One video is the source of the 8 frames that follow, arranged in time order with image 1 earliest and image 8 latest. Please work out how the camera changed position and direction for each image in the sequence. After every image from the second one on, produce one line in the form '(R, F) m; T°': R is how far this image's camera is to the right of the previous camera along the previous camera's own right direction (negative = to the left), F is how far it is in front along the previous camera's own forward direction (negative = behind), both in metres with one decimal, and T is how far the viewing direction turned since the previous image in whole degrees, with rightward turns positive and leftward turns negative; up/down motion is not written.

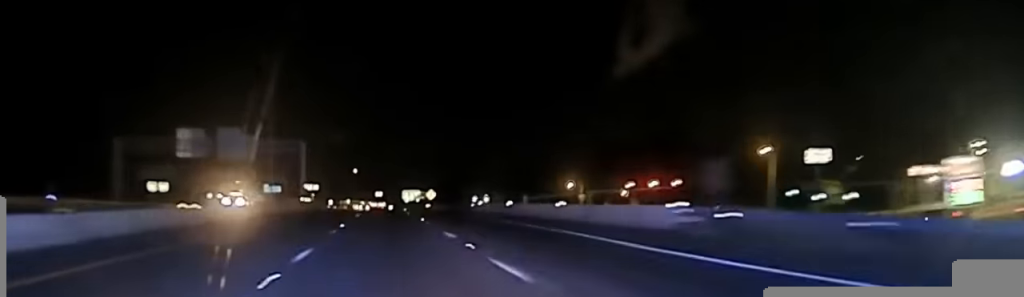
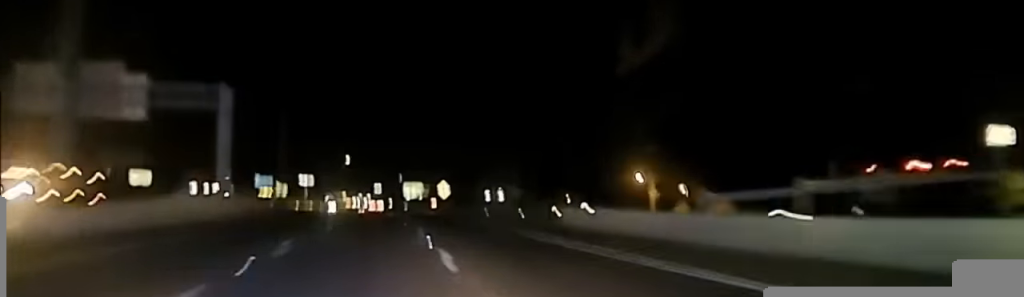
(0.0, +39.4) m; 0°
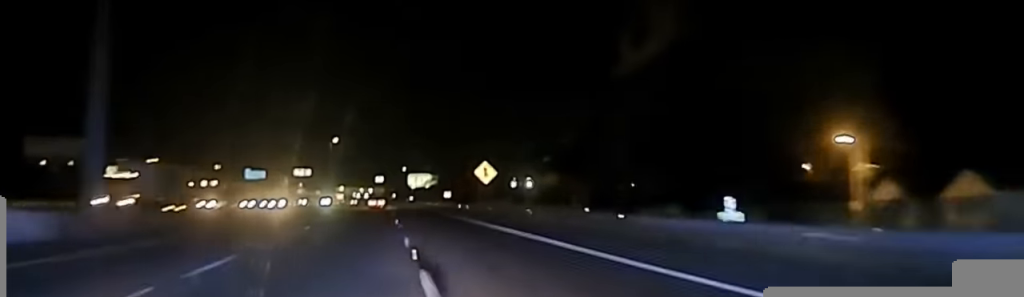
(0.0, +49.7) m; 0°
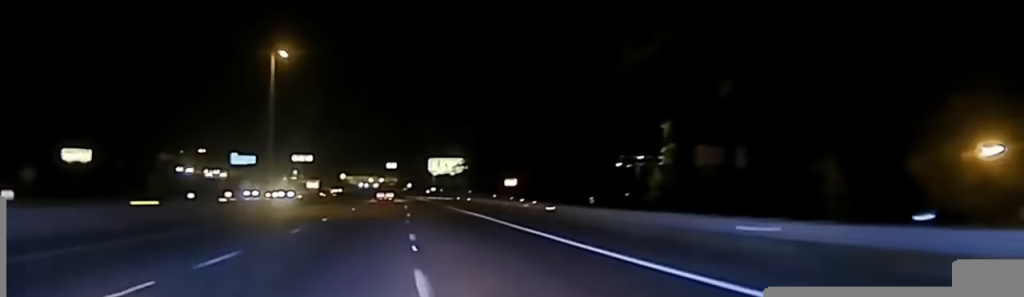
(-0.9, +102.1) m; -1°
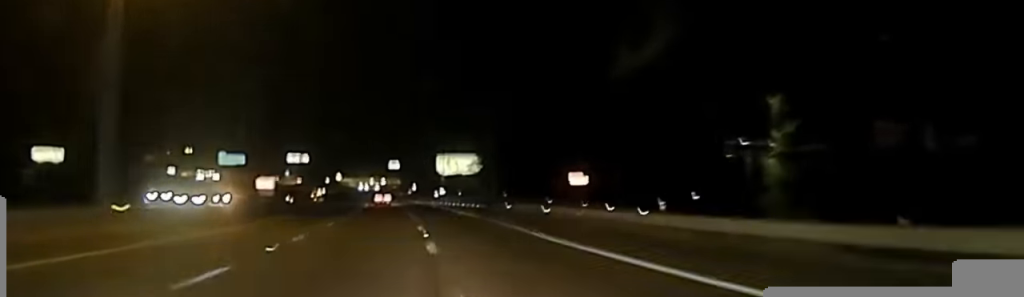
(-0.2, +50.1) m; -1°
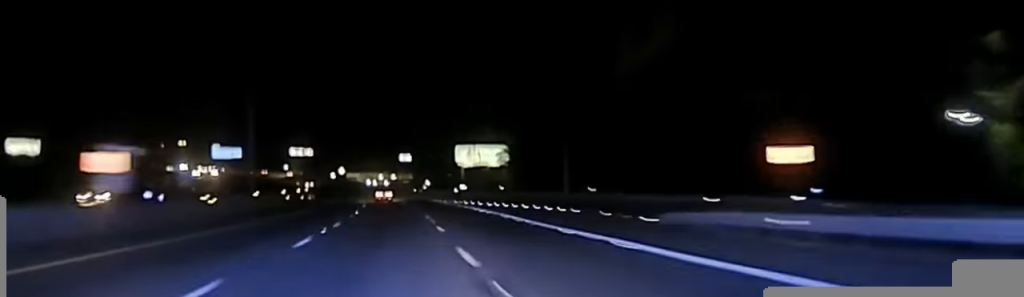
(-0.2, +43.5) m; -1°
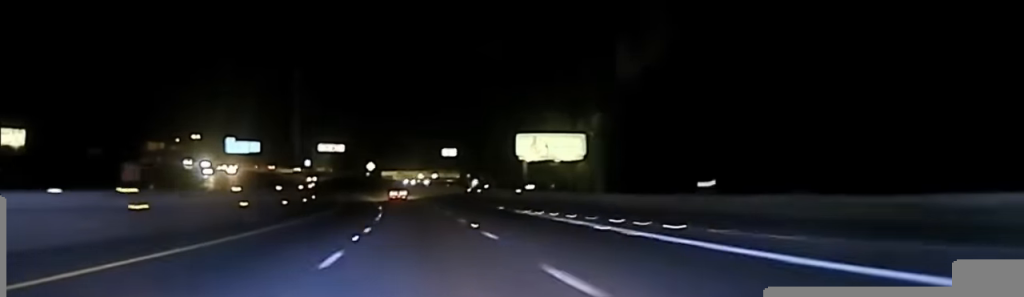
(-0.7, +59.5) m; -2°
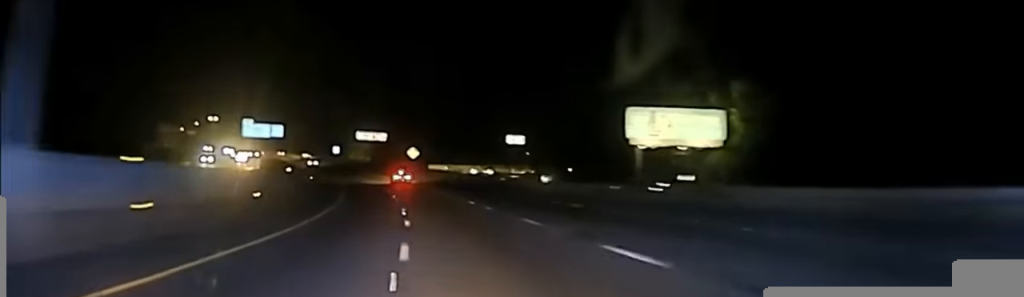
(-1.6, +59.8) m; -3°
